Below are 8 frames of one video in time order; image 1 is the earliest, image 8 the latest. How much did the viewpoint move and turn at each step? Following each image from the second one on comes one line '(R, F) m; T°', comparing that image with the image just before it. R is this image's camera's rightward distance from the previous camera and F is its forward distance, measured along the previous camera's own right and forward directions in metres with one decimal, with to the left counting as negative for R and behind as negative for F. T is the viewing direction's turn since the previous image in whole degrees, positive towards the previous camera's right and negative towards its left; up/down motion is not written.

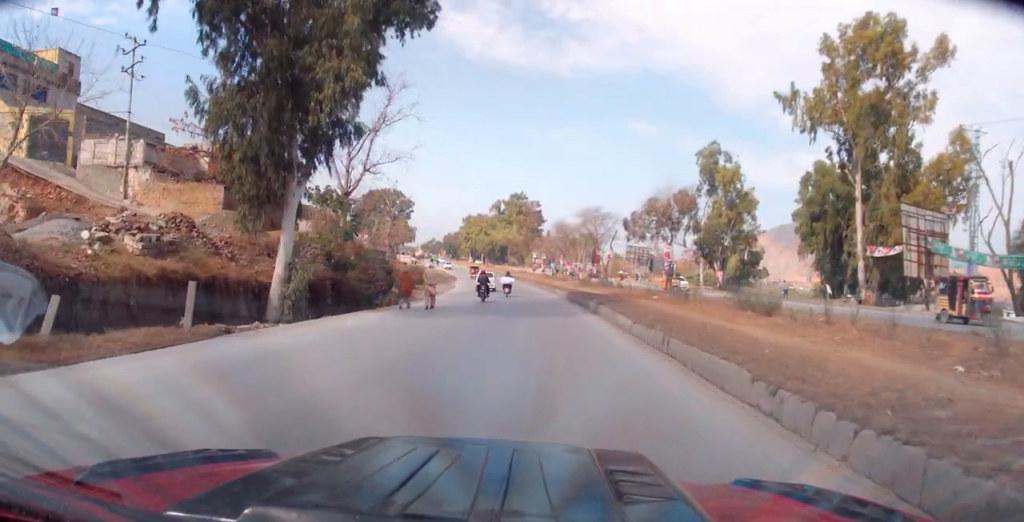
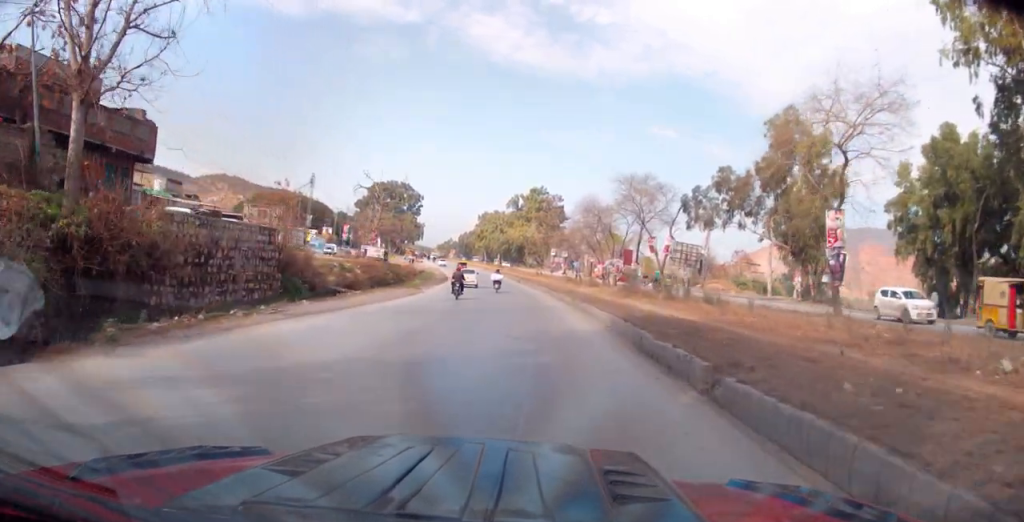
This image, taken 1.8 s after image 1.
(-0.3, +22.9) m; +1°
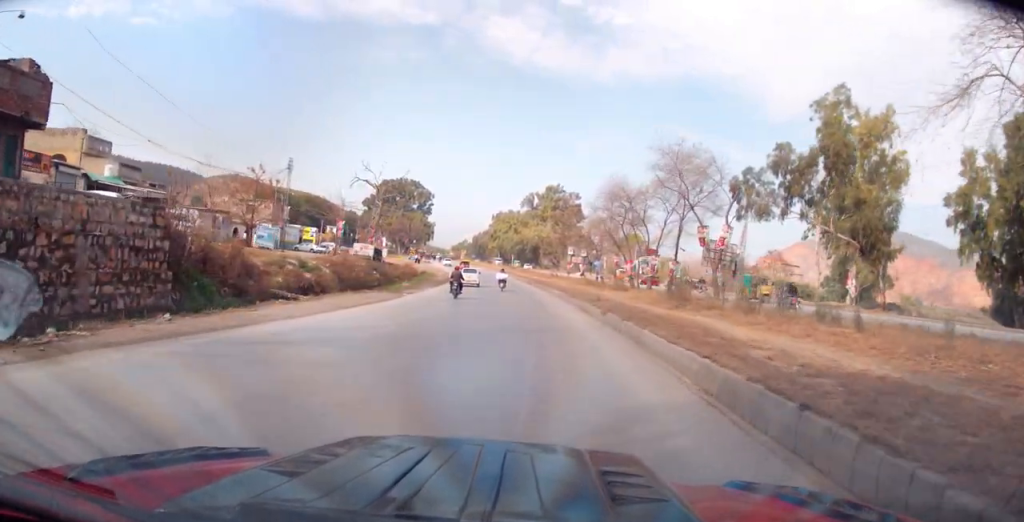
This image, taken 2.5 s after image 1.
(+0.1, +9.5) m; -1°
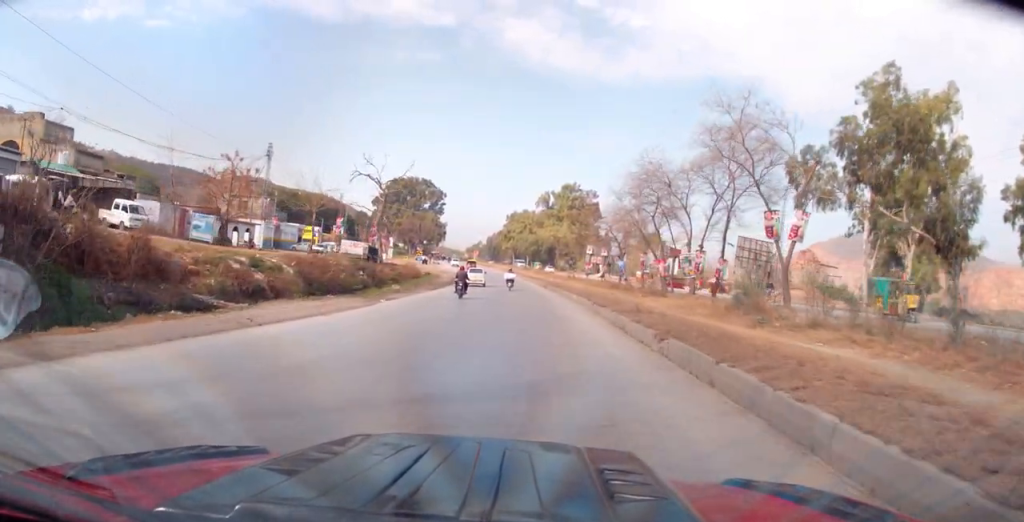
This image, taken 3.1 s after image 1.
(+0.1, +7.3) m; -2°
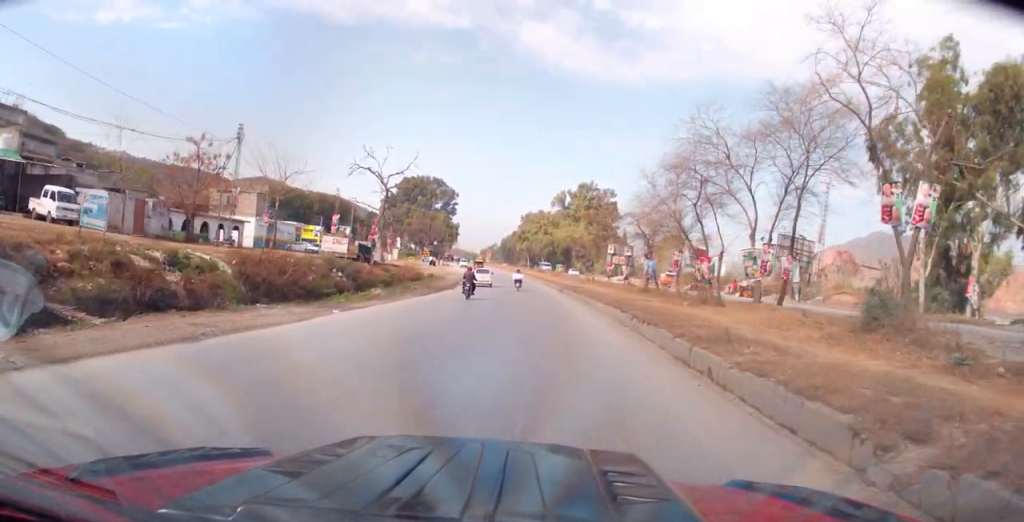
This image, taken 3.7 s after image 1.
(-0.5, +7.3) m; -2°
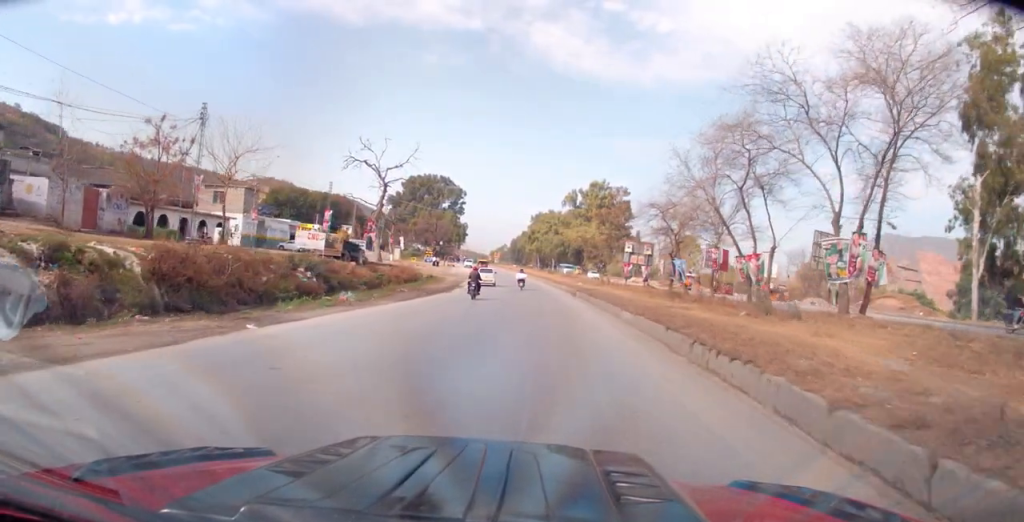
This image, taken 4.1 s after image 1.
(-0.2, +6.3) m; -1°
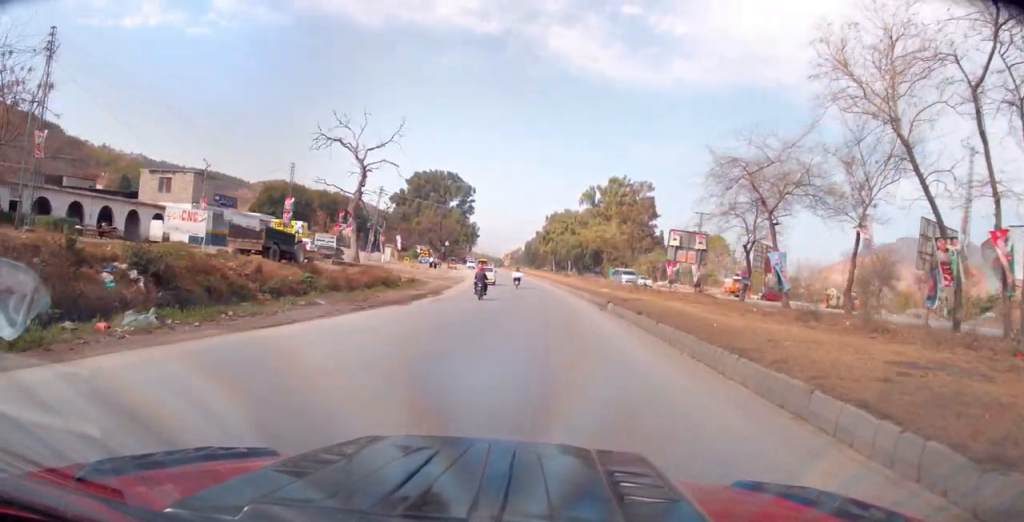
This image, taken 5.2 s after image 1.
(-0.1, +14.4) m; -2°
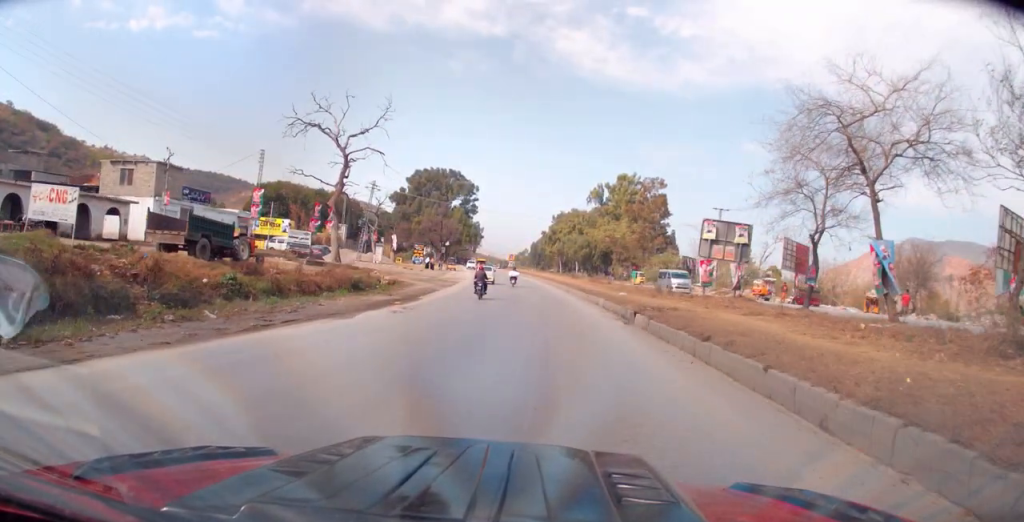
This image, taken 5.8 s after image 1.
(-0.3, +7.2) m; -1°
